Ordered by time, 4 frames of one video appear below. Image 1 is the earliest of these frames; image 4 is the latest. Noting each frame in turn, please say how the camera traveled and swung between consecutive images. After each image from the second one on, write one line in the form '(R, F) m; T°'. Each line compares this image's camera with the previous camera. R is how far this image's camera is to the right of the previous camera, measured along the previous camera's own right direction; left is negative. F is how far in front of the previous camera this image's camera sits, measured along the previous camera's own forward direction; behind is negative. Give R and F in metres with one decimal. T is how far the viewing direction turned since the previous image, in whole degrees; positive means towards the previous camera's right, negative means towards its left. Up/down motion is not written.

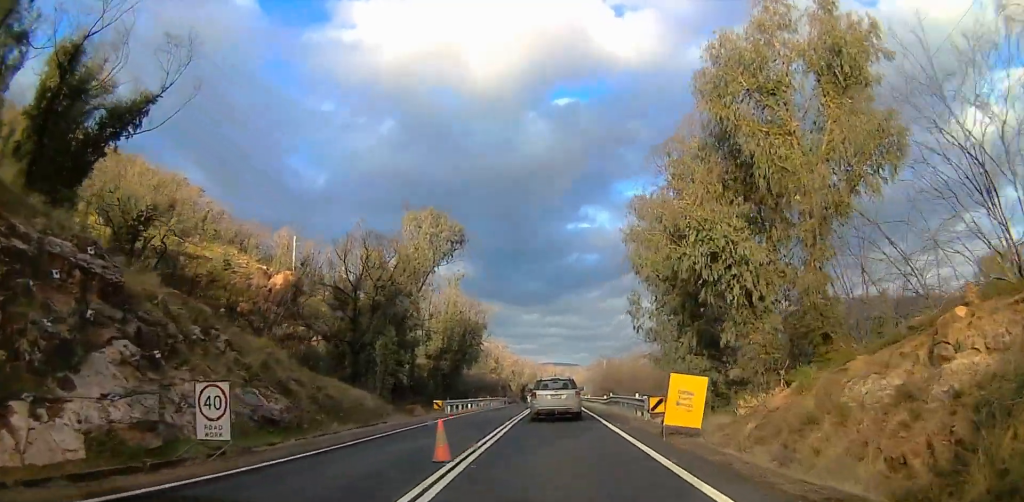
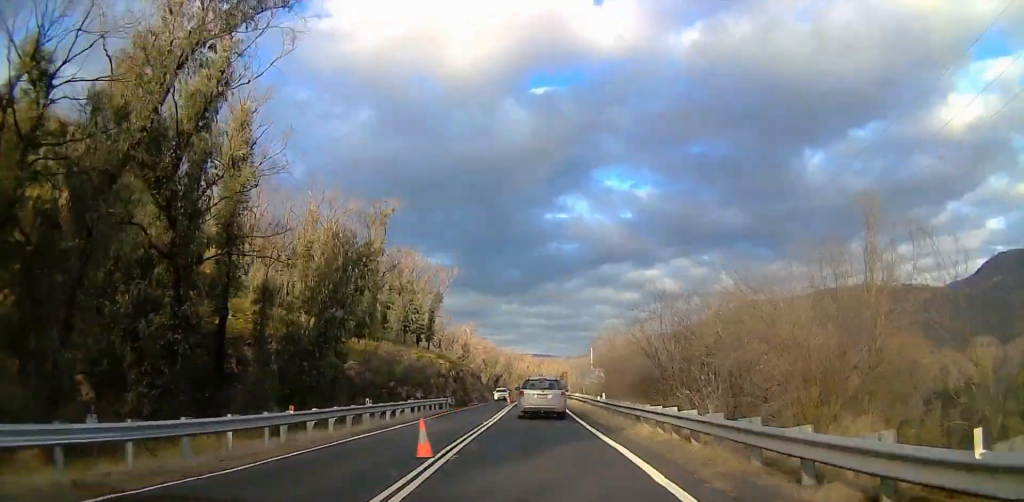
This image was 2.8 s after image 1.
(-1.6, +35.5) m; +3°
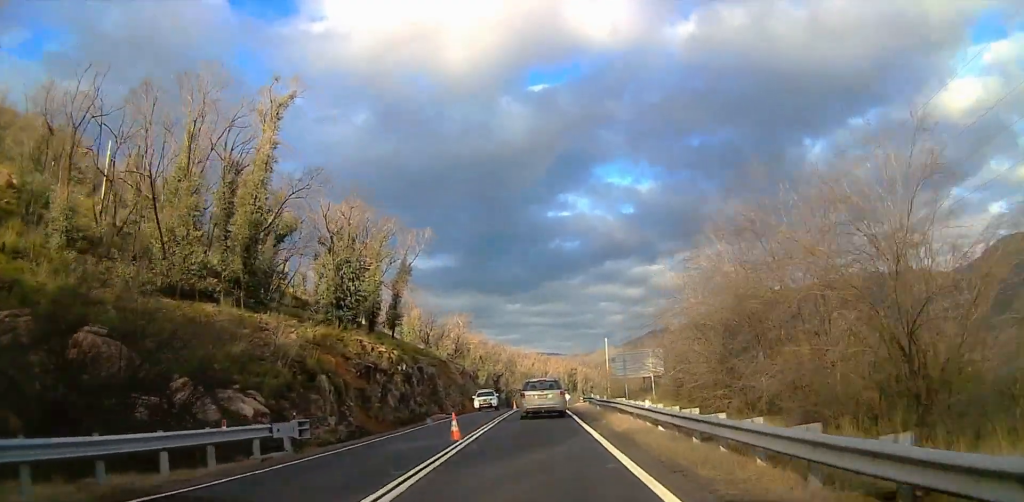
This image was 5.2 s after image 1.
(+0.2, +31.2) m; -4°
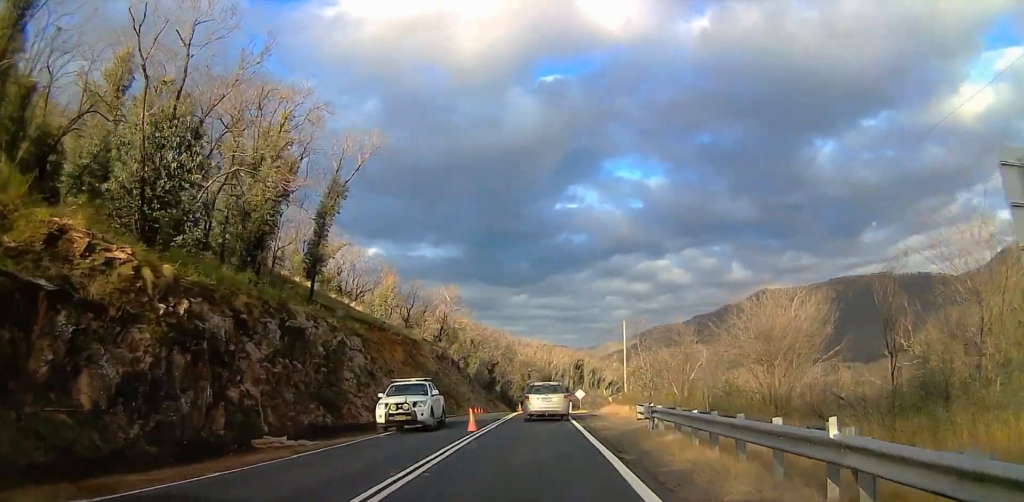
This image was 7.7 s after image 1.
(-1.8, +31.2) m; 0°
